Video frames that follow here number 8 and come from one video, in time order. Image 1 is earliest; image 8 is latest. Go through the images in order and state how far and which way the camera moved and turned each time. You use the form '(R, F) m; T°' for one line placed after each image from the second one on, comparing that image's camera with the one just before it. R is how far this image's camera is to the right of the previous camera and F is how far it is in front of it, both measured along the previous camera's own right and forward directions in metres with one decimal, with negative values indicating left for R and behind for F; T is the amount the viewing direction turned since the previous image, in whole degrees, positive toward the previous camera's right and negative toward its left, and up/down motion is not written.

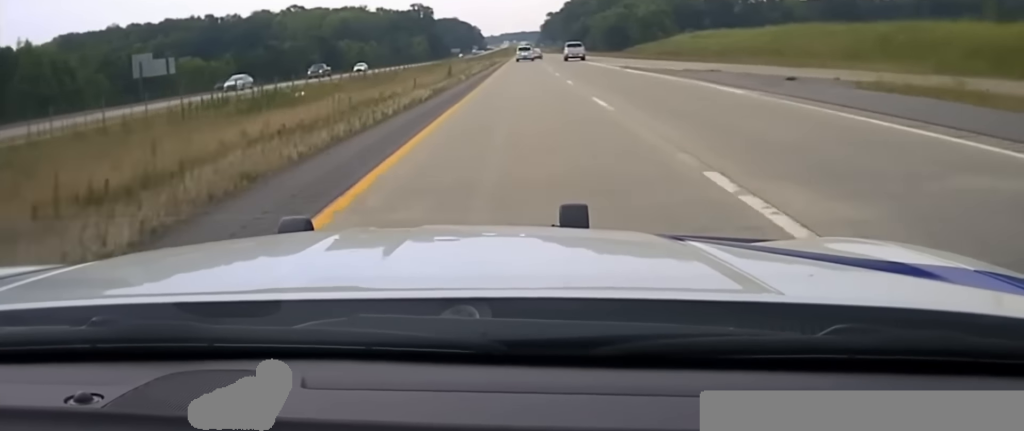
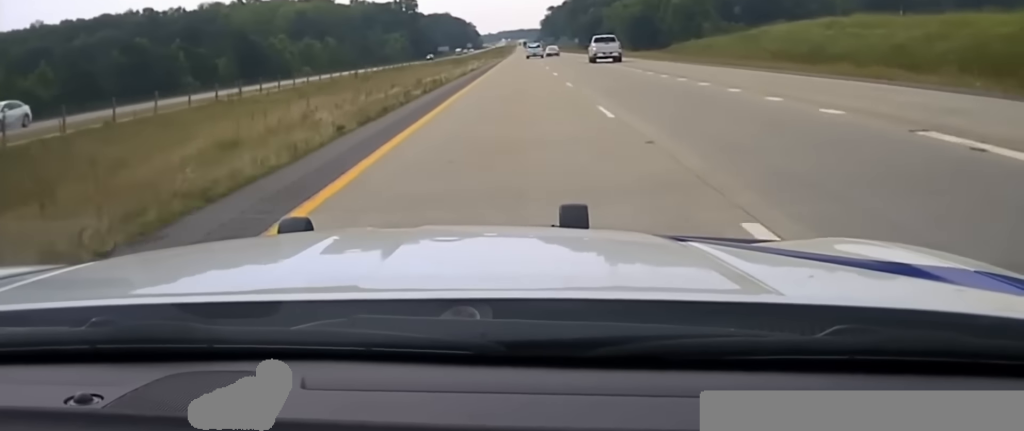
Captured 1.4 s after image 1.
(+0.4, +71.6) m; 0°
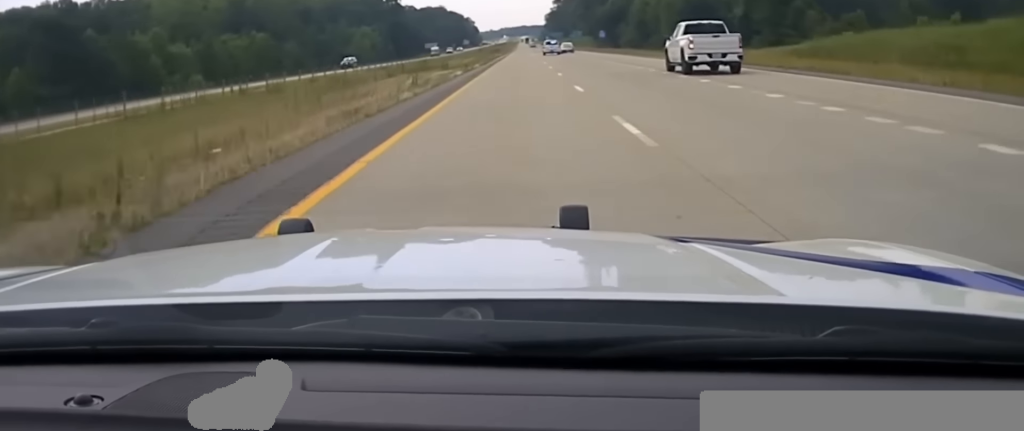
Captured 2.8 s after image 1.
(-0.3, +74.3) m; 0°
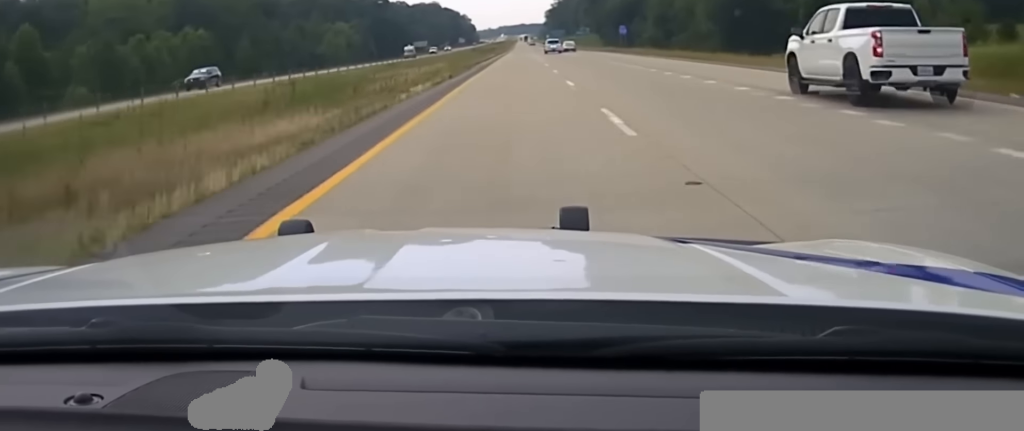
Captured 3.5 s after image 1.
(-0.1, +38.0) m; 0°
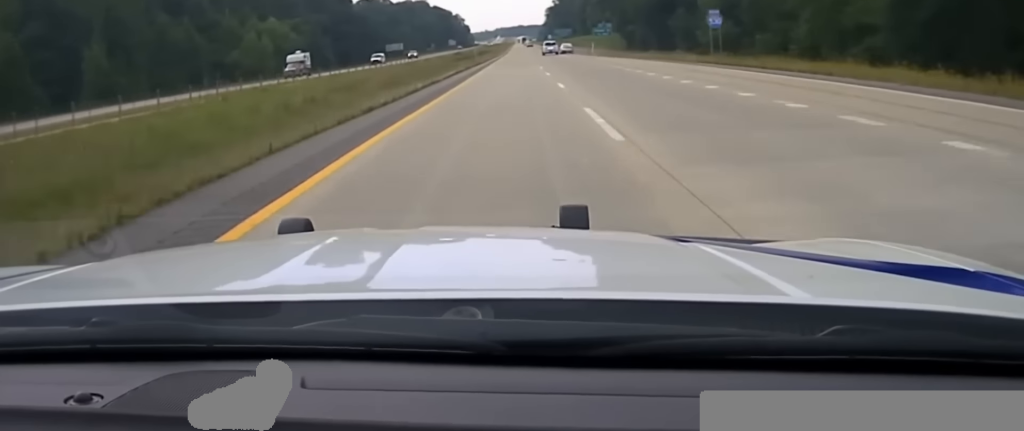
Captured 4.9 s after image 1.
(+0.3, +65.6) m; 0°
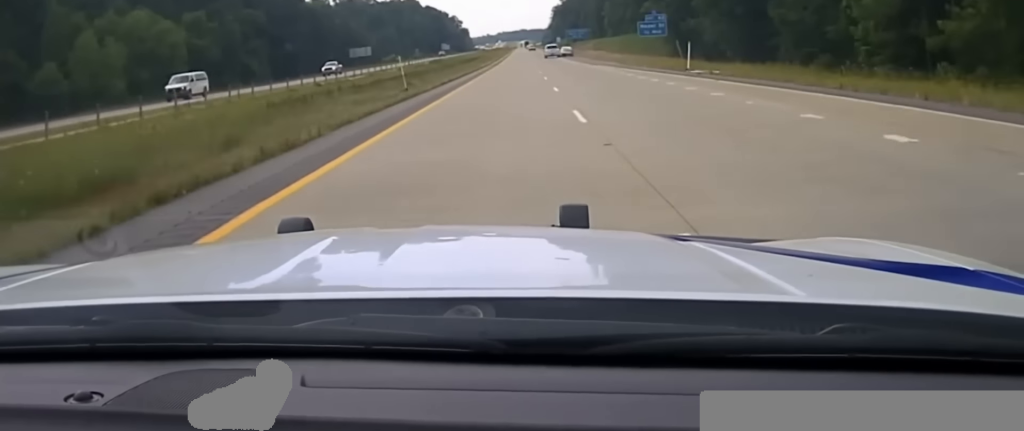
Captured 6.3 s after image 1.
(-0.1, +61.3) m; 0°
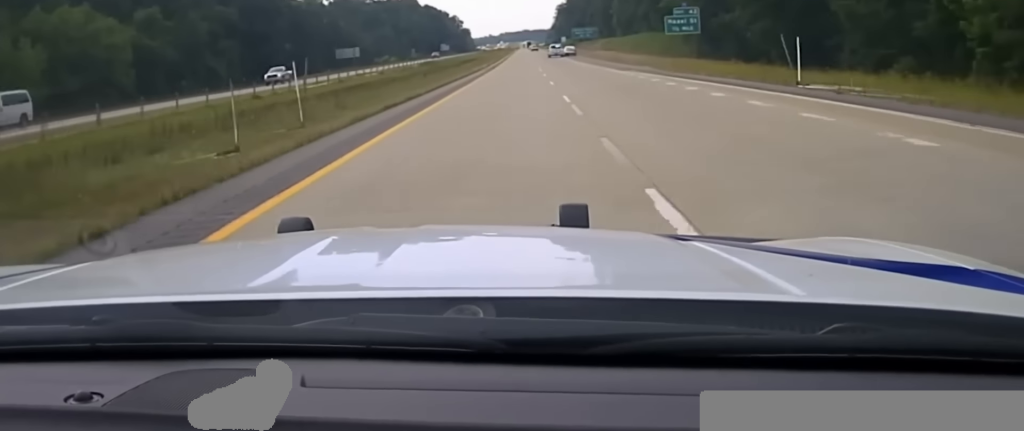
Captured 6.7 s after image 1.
(0.0, +21.4) m; 0°
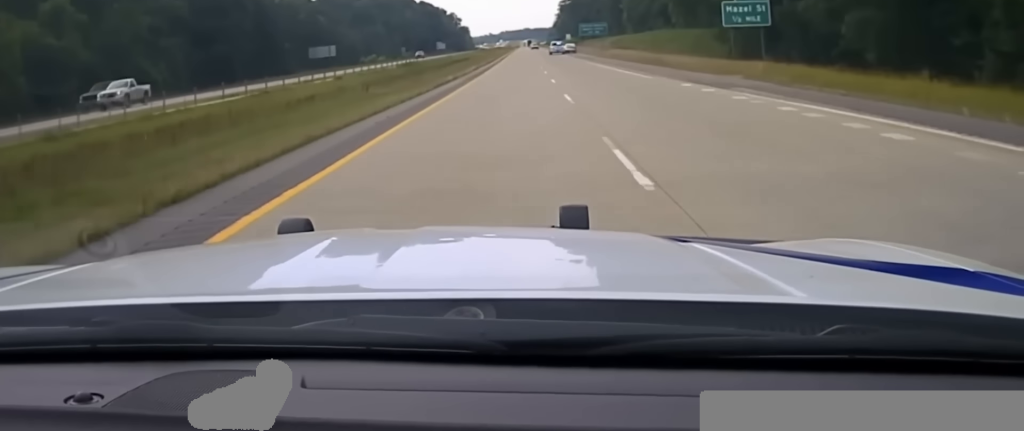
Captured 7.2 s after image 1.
(0.0, +21.4) m; 0°
